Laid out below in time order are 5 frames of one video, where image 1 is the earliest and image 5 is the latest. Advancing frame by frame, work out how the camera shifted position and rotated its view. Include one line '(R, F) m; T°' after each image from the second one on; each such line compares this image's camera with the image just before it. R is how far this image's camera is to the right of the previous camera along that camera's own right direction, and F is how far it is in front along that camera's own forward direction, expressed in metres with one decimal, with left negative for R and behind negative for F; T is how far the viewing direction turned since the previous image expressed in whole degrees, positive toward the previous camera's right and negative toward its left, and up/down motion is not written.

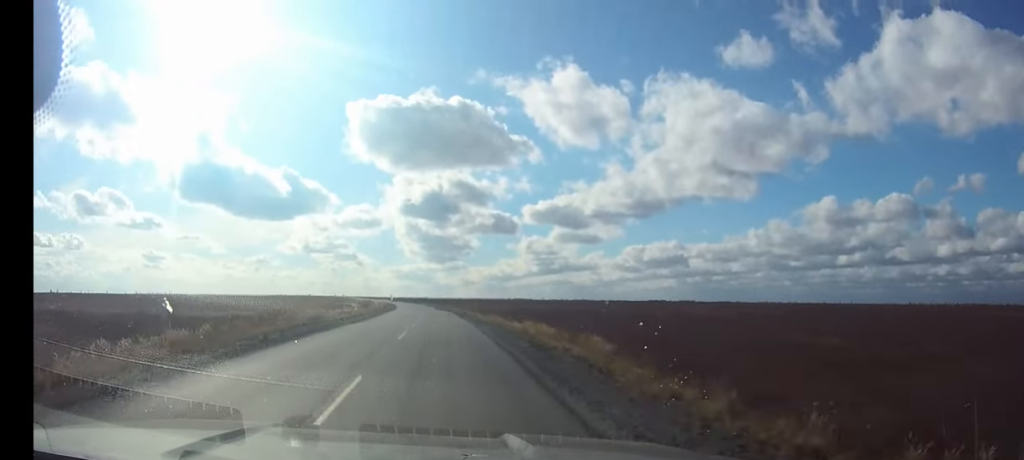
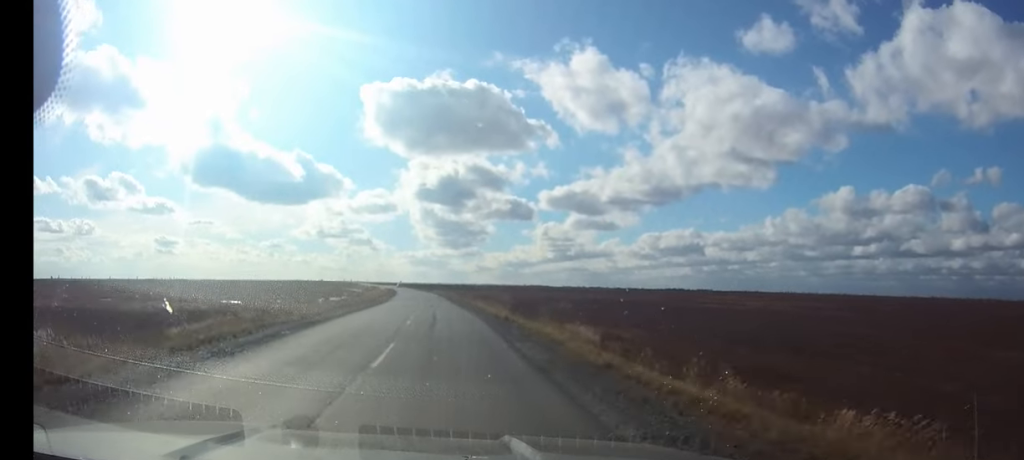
(-0.4, +28.0) m; -1°
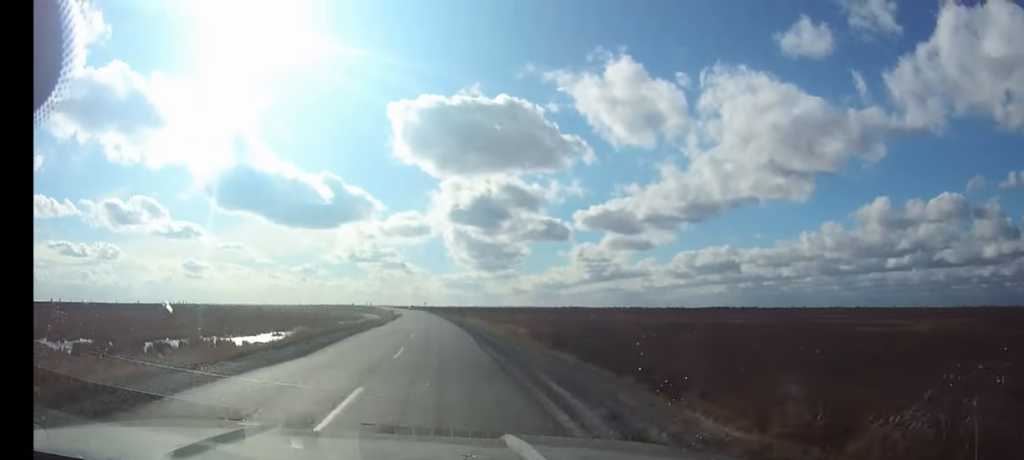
(-1.8, +66.4) m; -3°
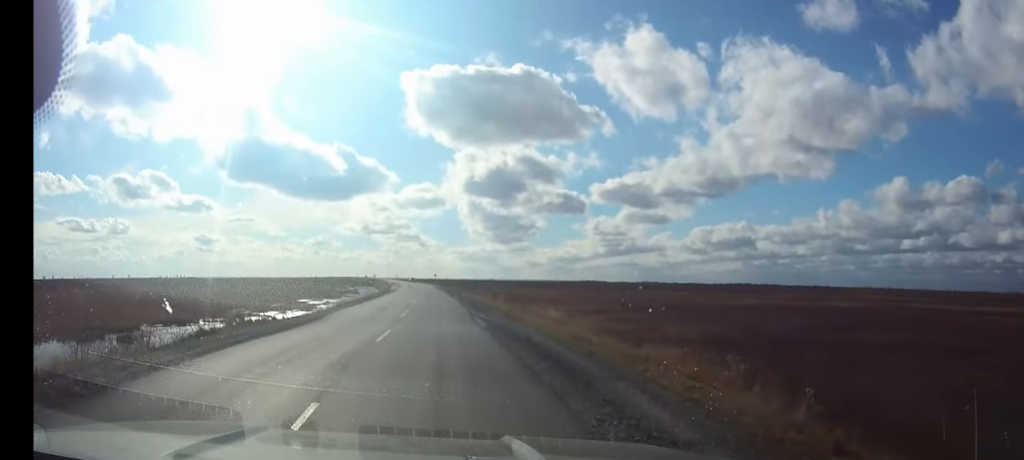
(-0.7, +45.4) m; -2°
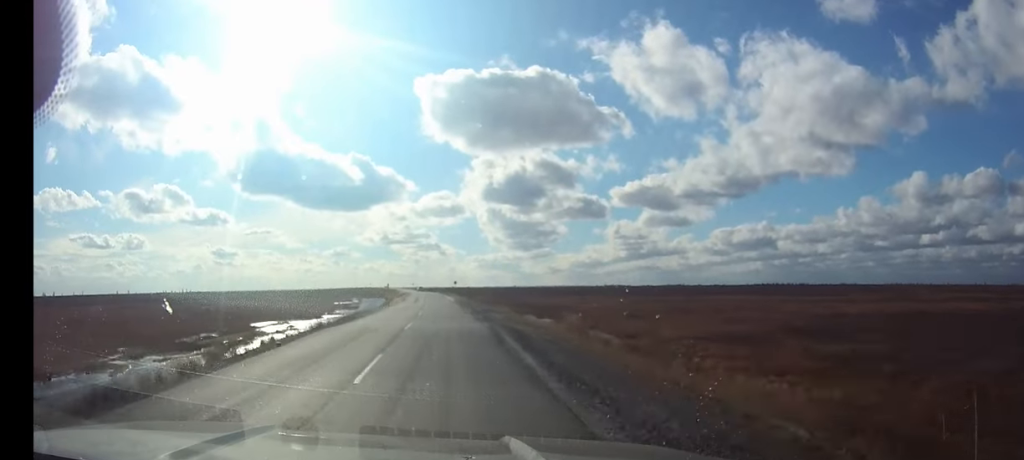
(-0.6, +34.9) m; -2°
